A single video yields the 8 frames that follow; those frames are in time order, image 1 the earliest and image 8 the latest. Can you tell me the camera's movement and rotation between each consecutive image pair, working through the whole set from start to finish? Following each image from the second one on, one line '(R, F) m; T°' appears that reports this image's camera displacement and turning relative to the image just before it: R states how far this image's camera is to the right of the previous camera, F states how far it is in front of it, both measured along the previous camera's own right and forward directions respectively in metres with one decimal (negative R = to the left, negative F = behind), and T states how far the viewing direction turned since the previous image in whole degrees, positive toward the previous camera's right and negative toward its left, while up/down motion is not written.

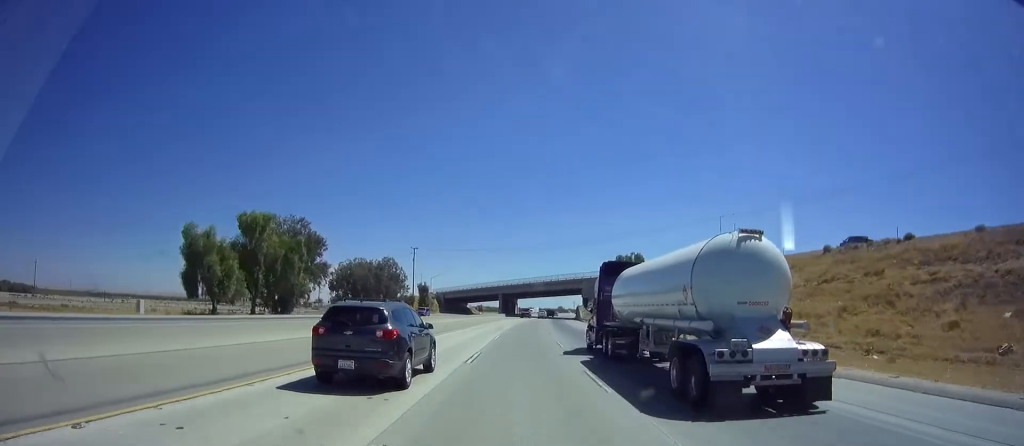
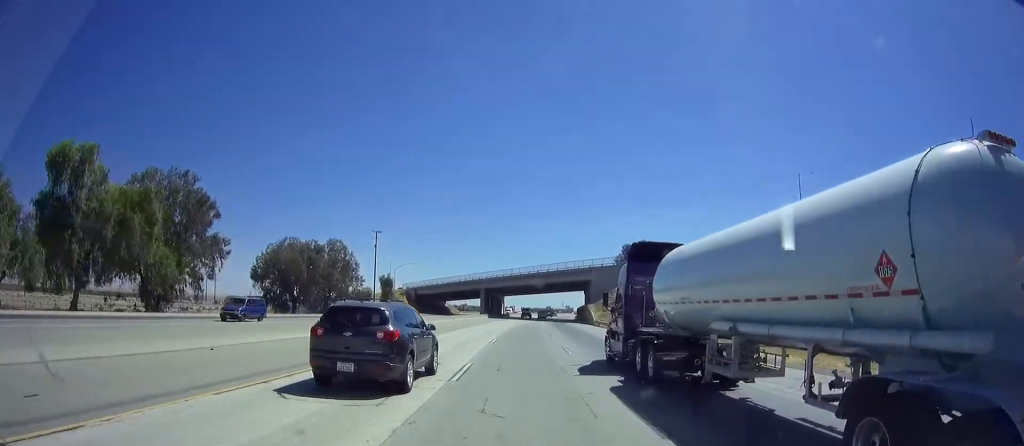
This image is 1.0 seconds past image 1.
(+0.4, +33.5) m; +1°
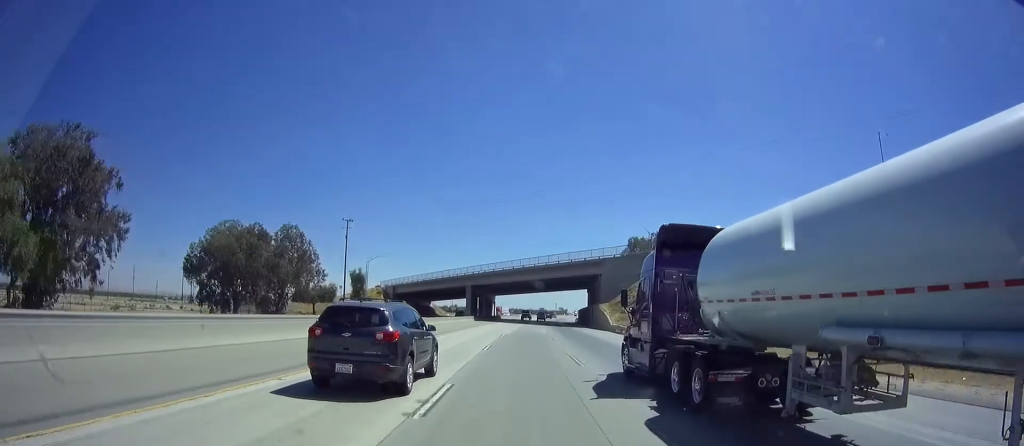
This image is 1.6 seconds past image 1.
(0.0, +18.9) m; 0°
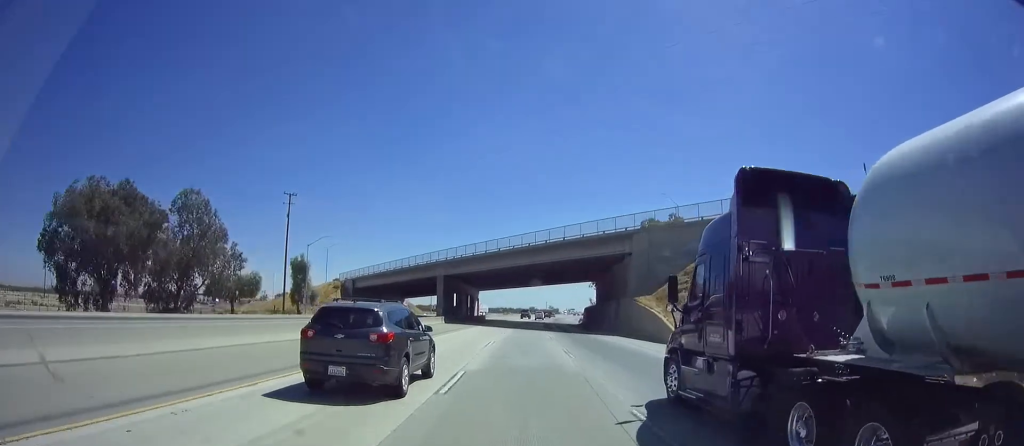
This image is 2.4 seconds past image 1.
(0.0, +26.7) m; +1°
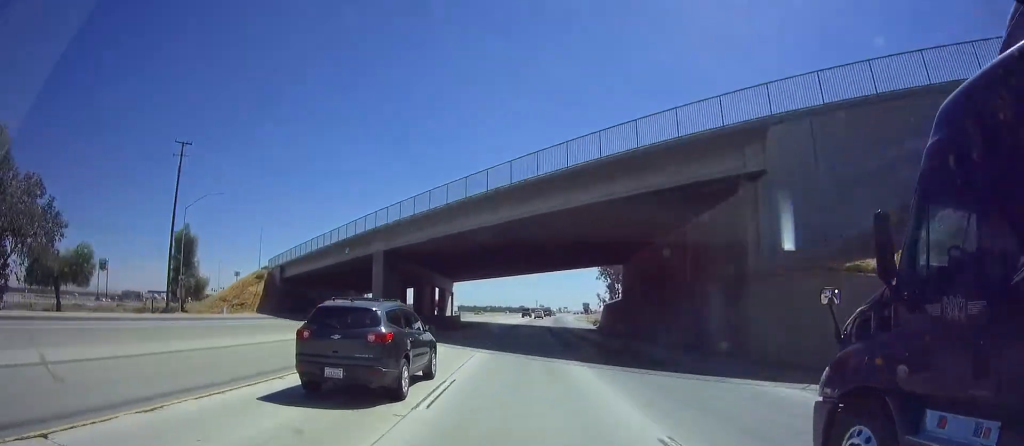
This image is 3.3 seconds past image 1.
(+0.5, +31.1) m; +3°
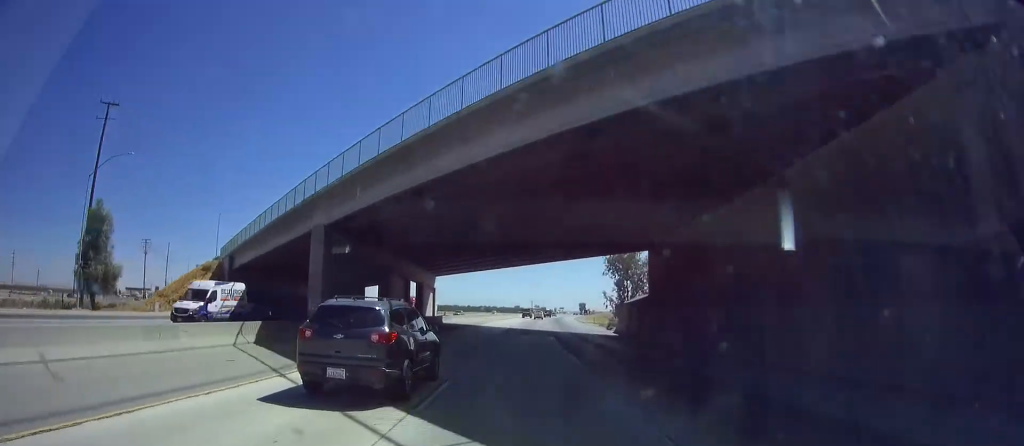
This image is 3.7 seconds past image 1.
(+0.4, +14.4) m; +1°
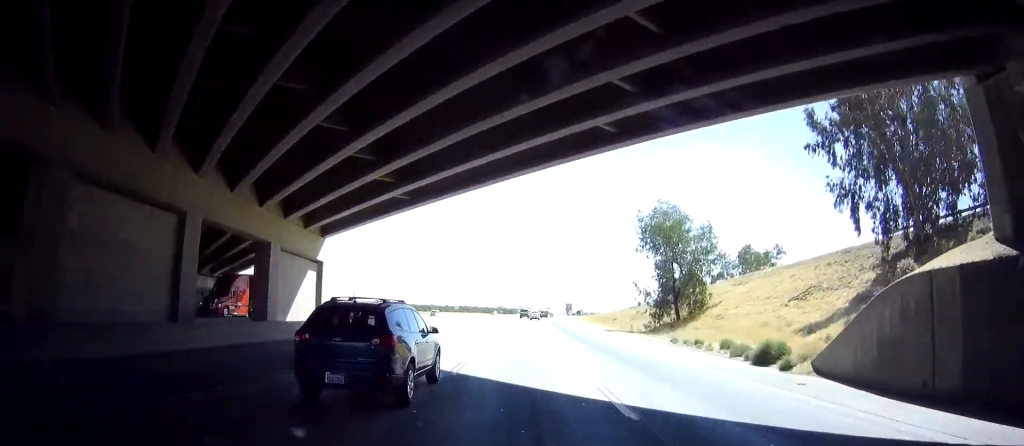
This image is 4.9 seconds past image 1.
(+0.7, +39.1) m; +1°
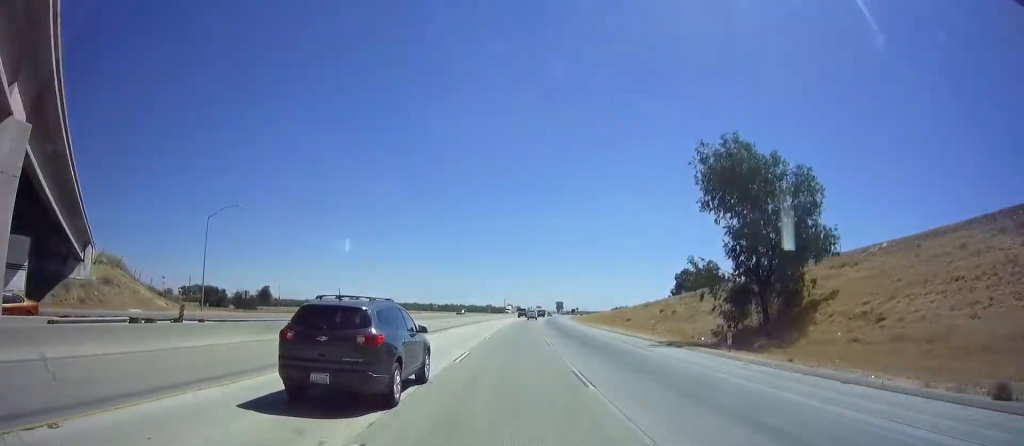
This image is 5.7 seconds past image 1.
(+0.1, +25.9) m; 0°
